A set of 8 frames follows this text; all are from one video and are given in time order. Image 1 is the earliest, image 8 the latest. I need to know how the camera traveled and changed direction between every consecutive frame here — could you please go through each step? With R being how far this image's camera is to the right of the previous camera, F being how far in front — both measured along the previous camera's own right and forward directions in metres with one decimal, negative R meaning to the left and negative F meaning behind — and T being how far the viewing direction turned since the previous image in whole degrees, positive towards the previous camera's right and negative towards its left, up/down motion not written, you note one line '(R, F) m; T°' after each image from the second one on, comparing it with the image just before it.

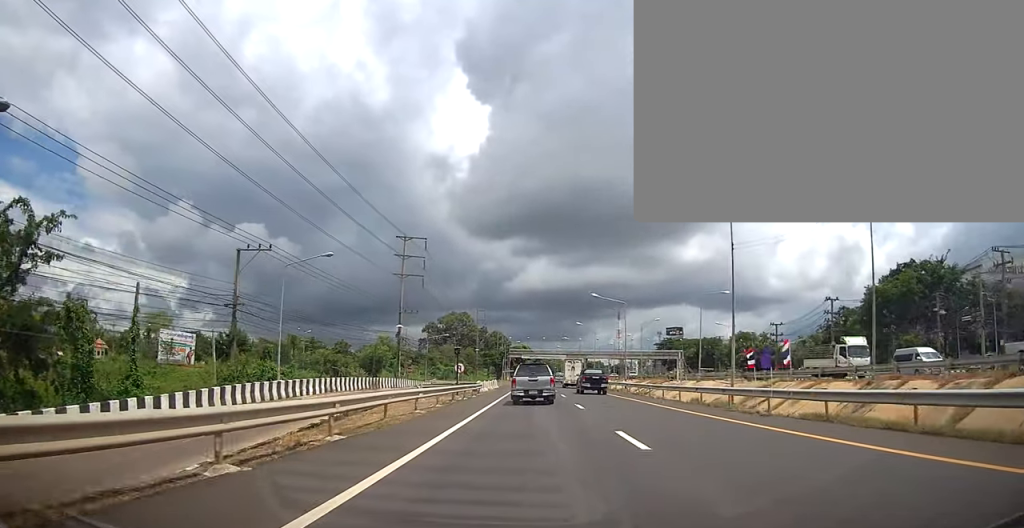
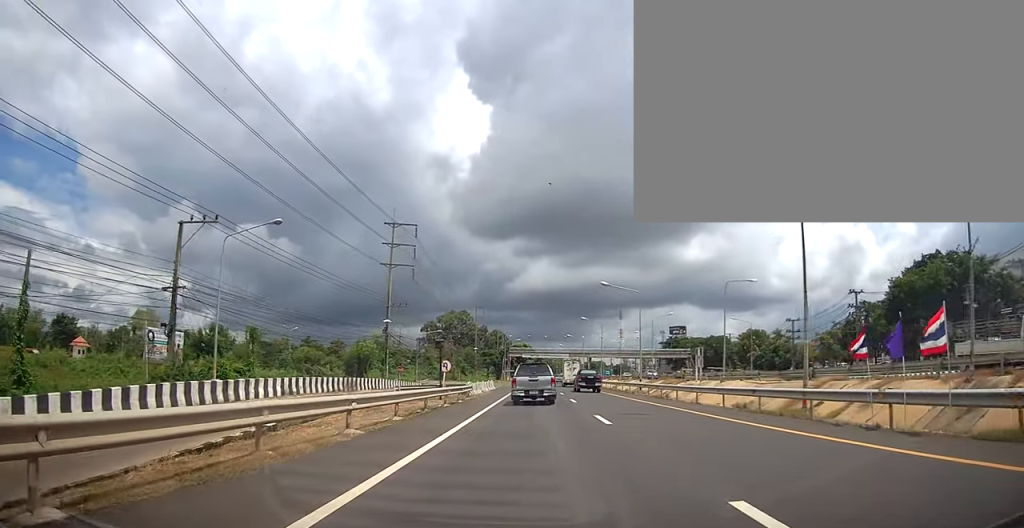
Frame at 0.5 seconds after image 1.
(0.0, +7.1) m; 0°
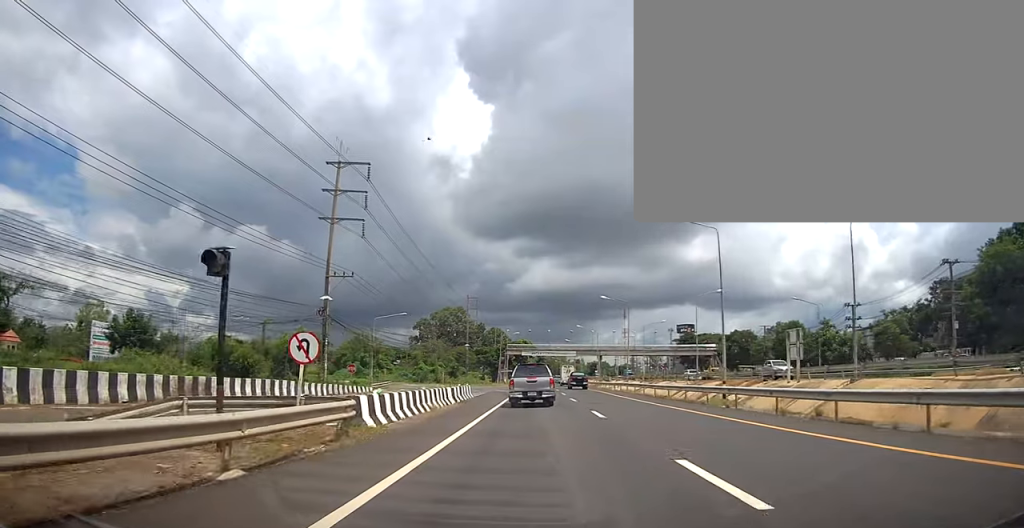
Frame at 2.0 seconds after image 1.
(0.0, +21.2) m; 0°
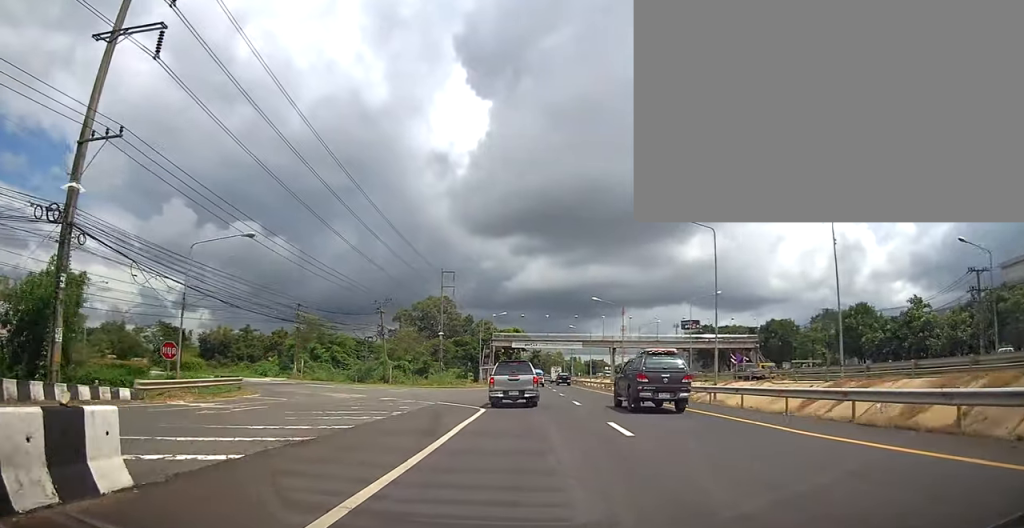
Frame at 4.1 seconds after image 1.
(-0.1, +29.3) m; 0°
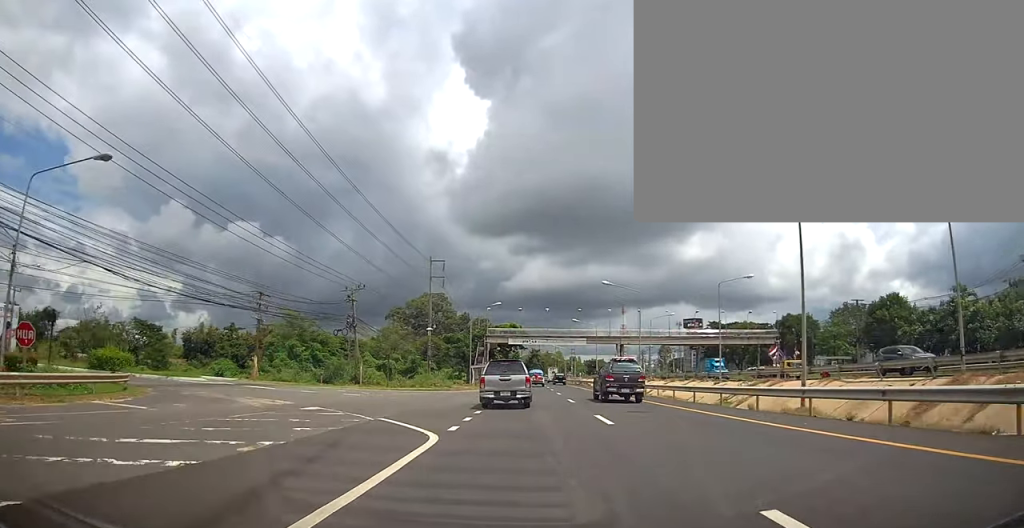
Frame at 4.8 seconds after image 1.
(0.0, +9.8) m; 0°
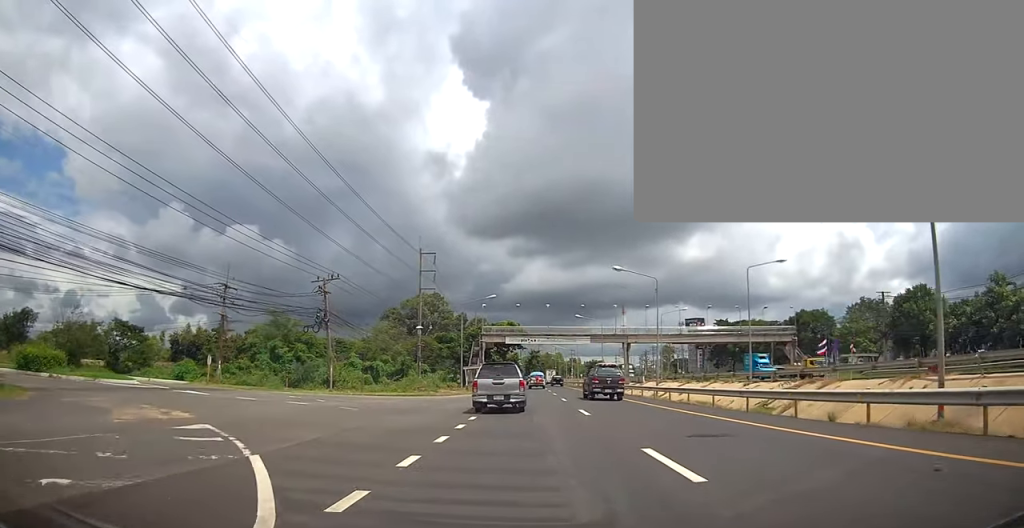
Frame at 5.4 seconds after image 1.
(0.0, +7.1) m; 0°
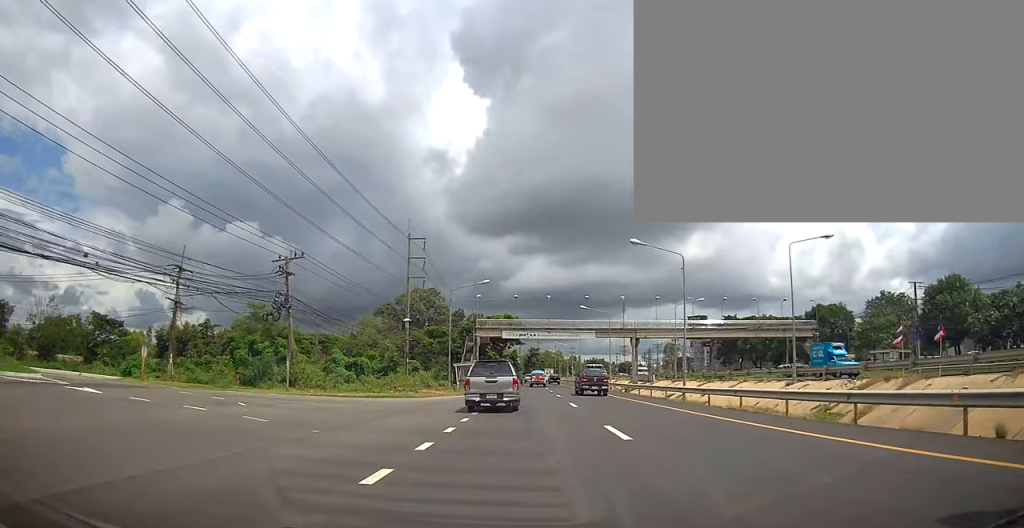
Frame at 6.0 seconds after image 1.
(0.0, +7.6) m; +1°
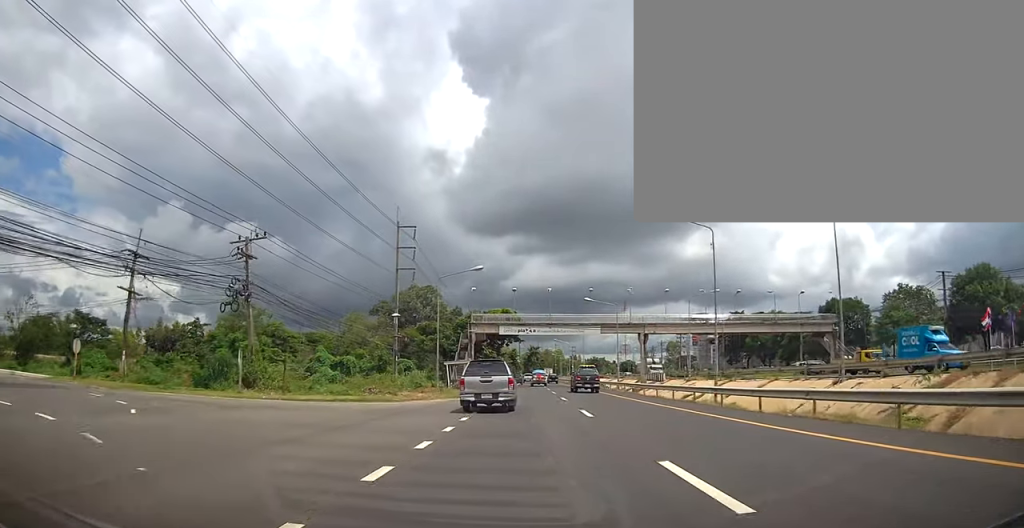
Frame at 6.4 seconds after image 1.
(-0.1, +6.0) m; +2°
